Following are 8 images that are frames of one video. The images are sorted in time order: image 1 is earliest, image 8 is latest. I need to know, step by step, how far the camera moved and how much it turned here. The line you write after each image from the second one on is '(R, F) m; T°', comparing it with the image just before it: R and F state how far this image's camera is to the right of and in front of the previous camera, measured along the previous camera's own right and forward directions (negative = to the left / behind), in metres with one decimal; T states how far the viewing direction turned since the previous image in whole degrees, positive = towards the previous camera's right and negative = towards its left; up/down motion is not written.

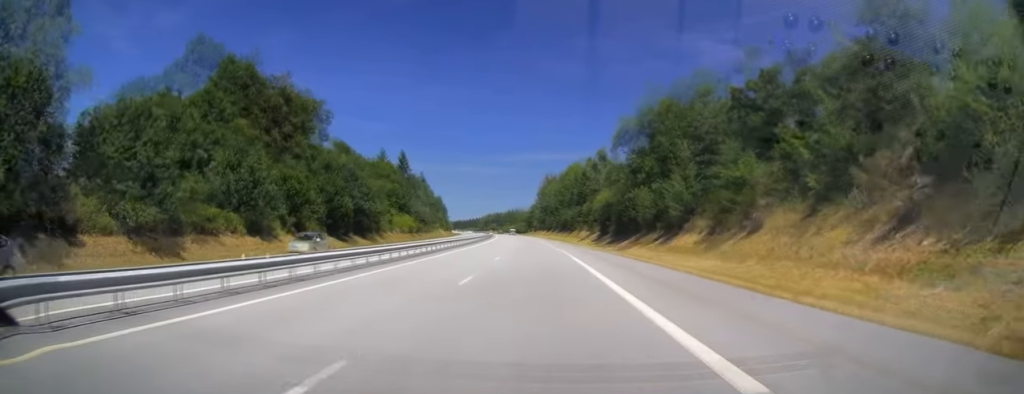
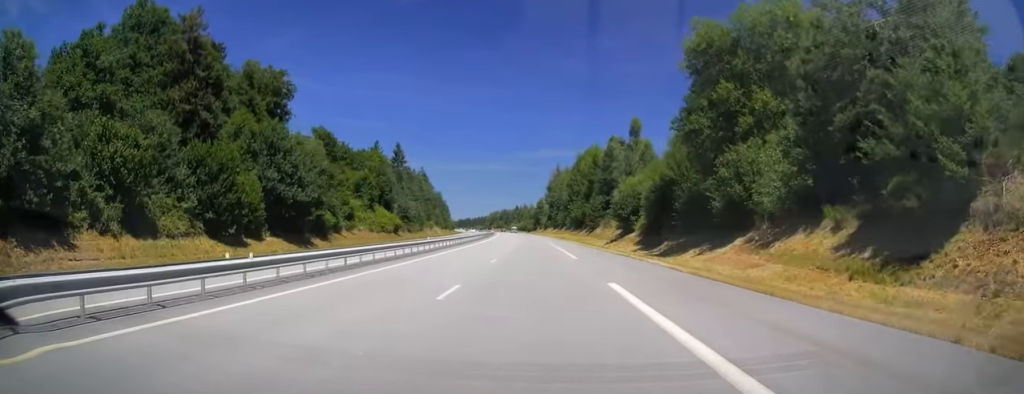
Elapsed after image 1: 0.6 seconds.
(-0.3, +19.4) m; -1°
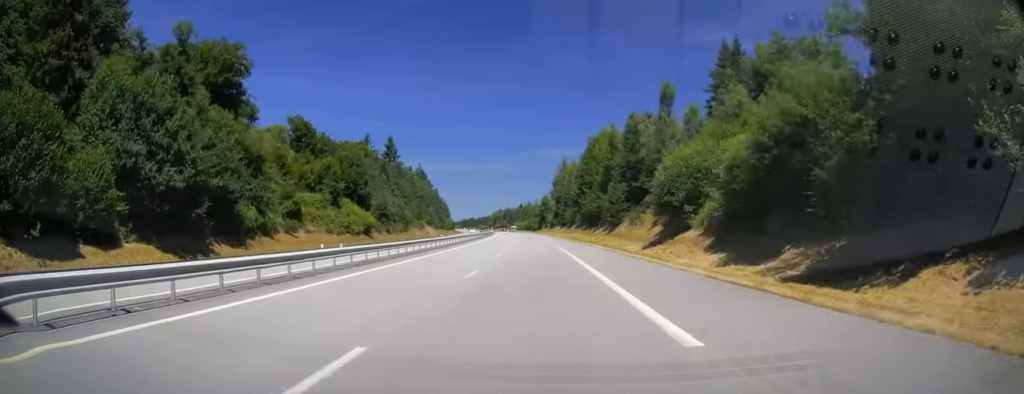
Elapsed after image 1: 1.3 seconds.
(-0.2, +23.3) m; -1°
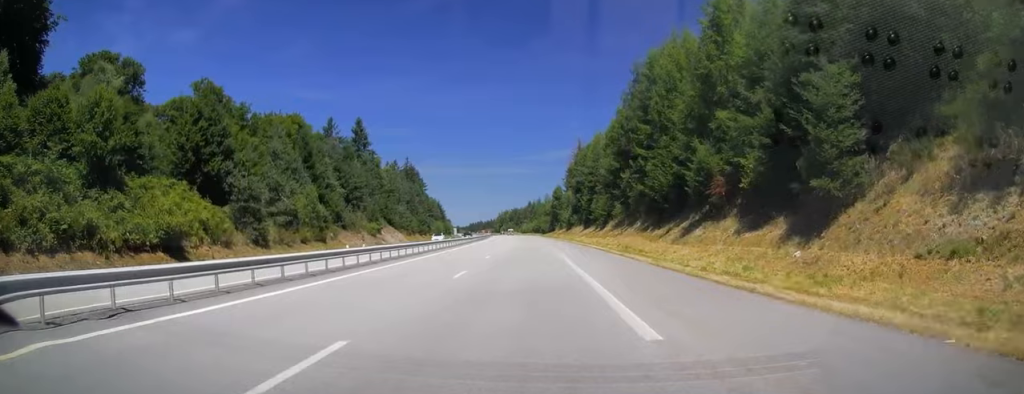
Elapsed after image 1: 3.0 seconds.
(-0.3, +52.6) m; -1°
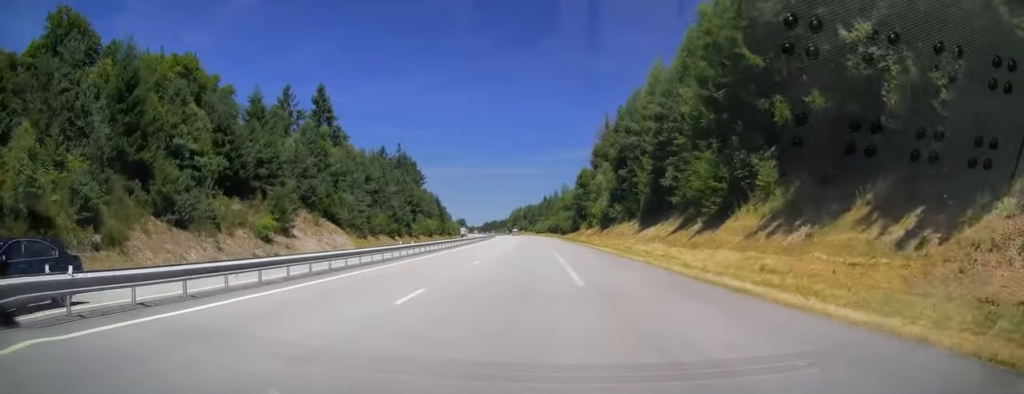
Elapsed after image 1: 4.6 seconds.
(-0.5, +44.5) m; -1°
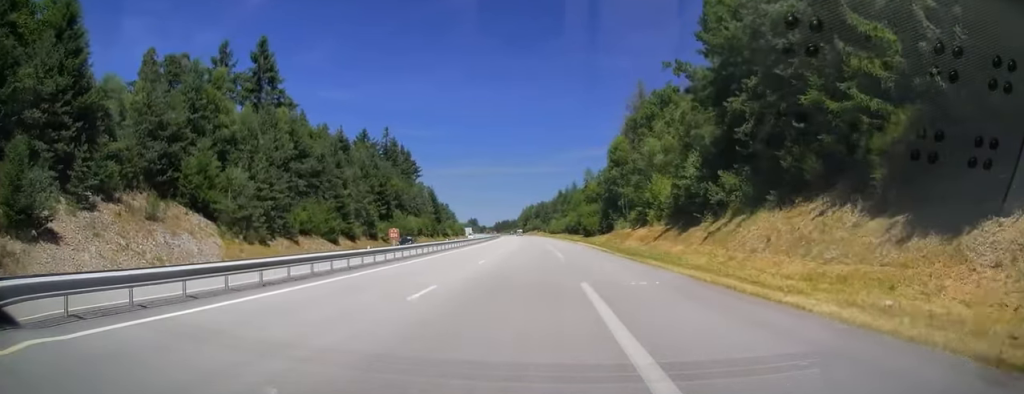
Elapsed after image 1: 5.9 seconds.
(-0.5, +37.9) m; -1°
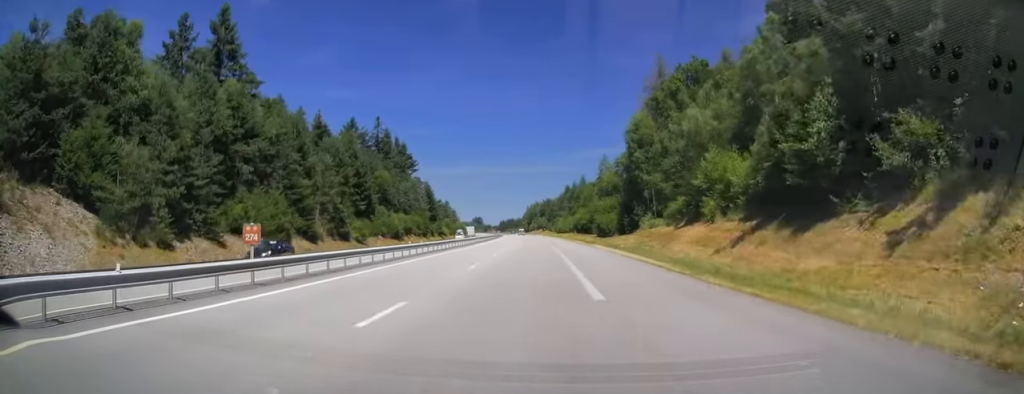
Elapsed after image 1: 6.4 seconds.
(-0.1, +16.6) m; -1°
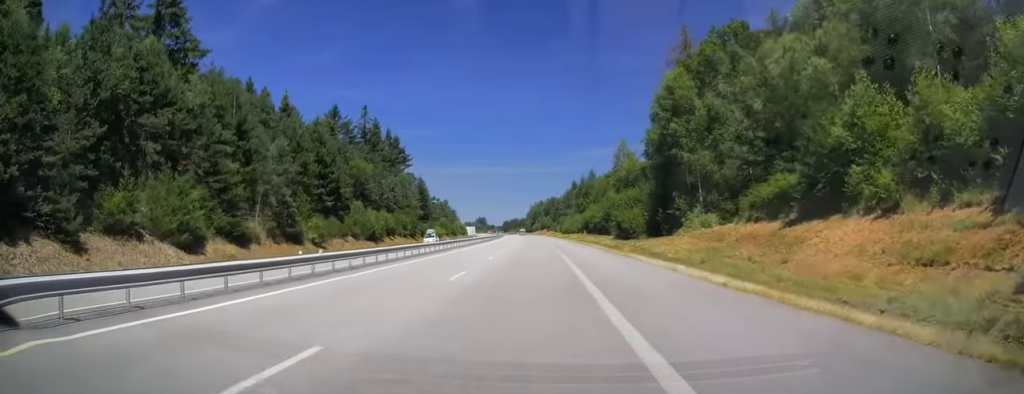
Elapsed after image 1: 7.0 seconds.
(0.0, +17.6) m; -1°
